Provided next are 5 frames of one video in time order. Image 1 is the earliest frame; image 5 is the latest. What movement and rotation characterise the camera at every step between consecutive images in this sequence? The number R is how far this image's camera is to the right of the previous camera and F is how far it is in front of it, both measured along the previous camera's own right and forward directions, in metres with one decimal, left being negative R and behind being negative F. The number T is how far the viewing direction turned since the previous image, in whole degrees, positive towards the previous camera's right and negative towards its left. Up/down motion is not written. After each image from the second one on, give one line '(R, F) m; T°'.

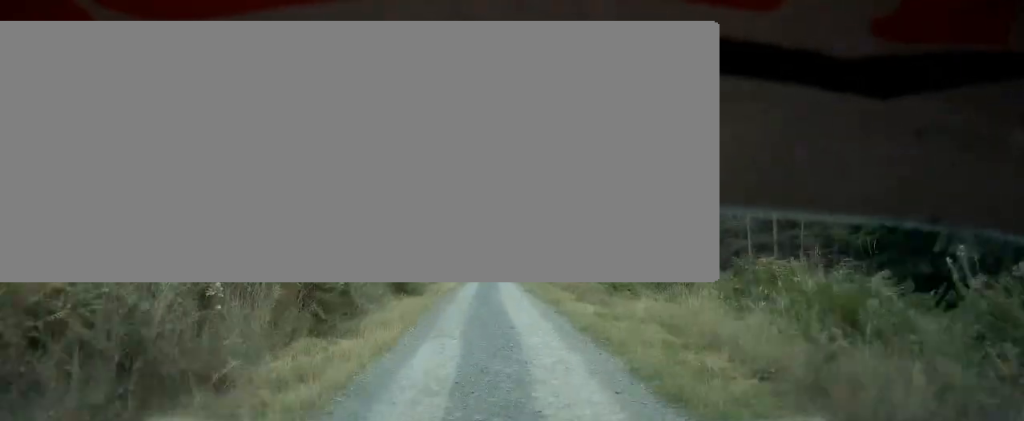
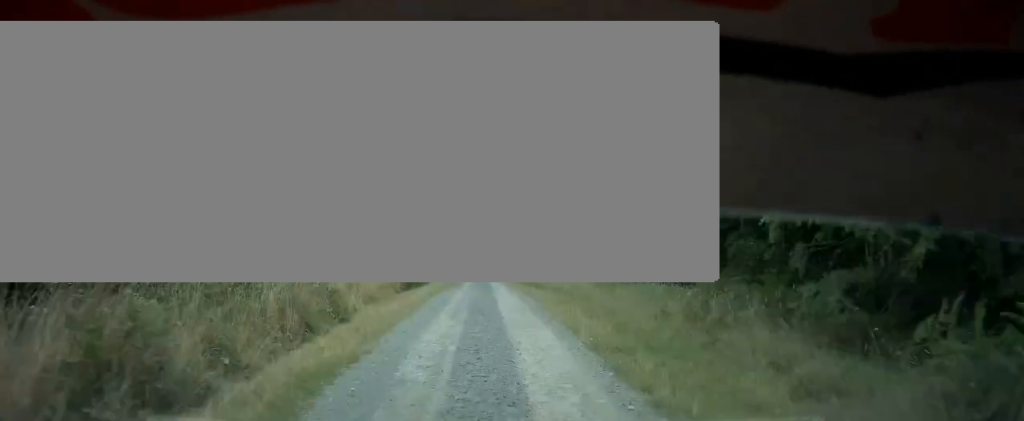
(+0.1, +48.6) m; +1°
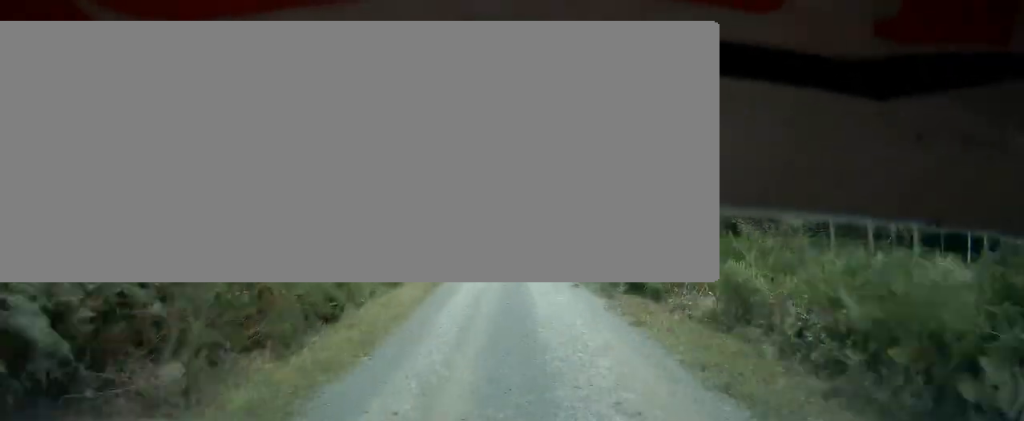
(-0.3, +61.8) m; 0°
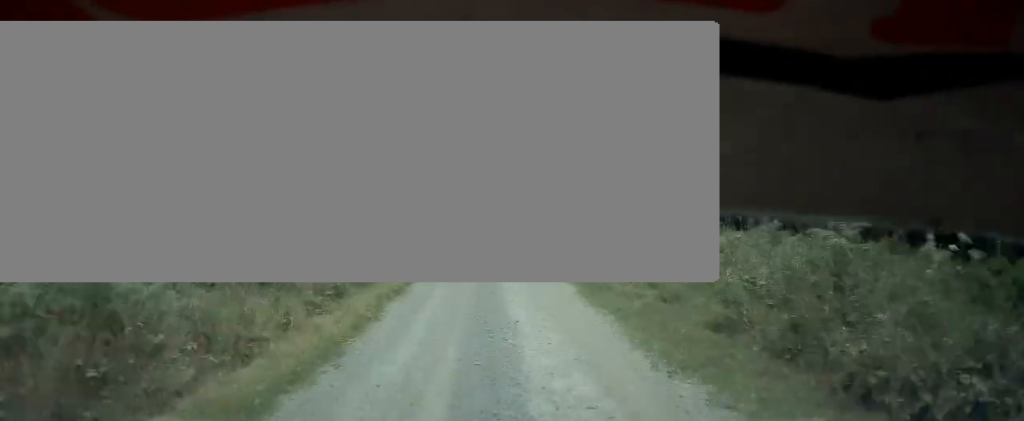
(+0.2, +19.7) m; +1°
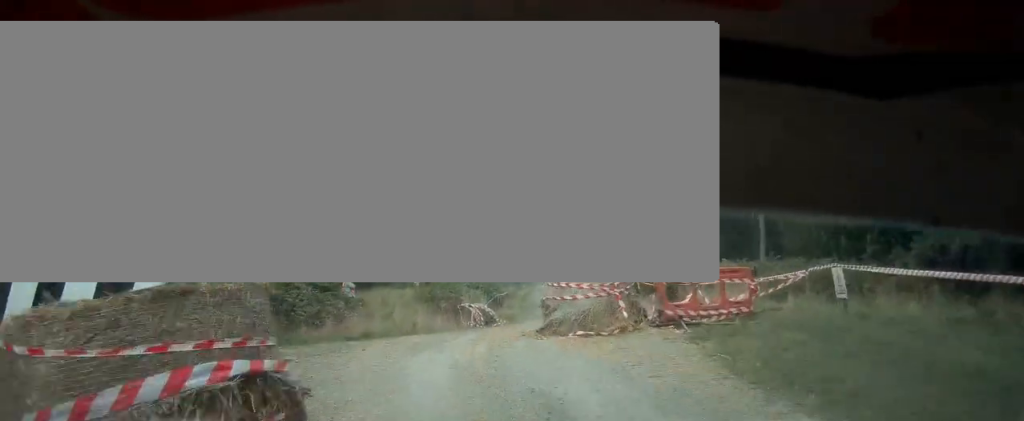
(-3.3, +85.5) m; -11°
